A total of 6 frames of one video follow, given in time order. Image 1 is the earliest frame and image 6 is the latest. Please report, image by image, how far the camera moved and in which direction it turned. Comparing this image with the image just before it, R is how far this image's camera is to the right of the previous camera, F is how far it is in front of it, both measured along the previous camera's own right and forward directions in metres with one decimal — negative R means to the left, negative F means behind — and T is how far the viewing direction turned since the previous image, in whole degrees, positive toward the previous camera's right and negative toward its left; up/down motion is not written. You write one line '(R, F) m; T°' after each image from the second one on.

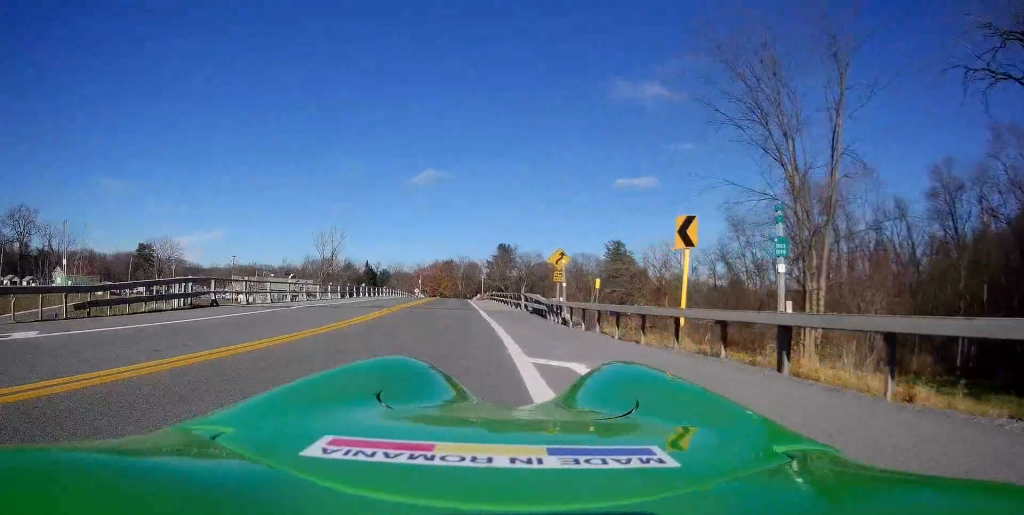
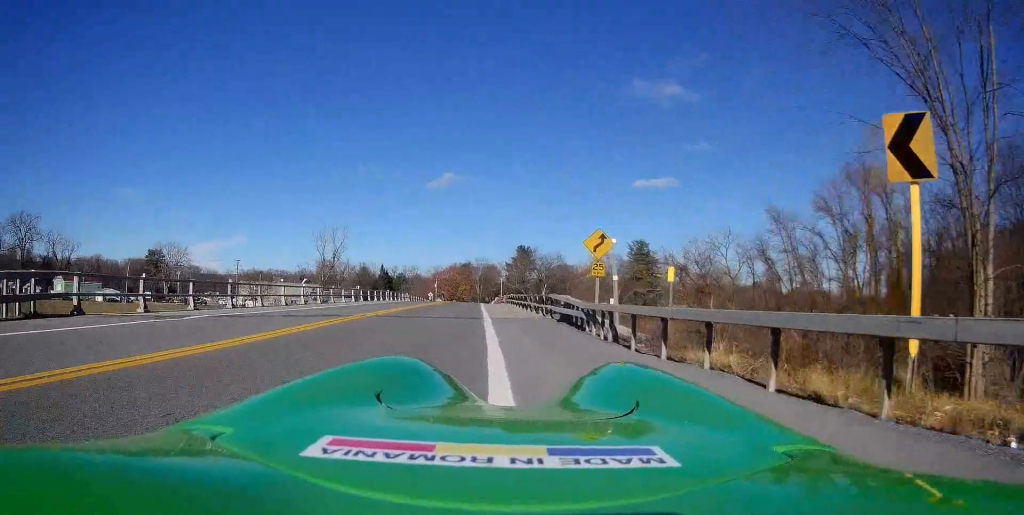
(-0.2, +7.9) m; -1°
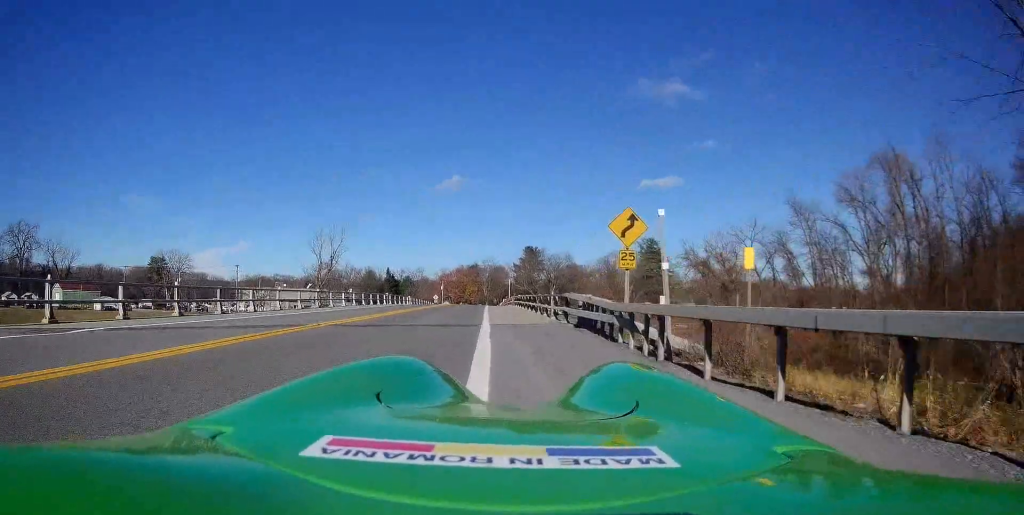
(0.0, +4.3) m; 0°
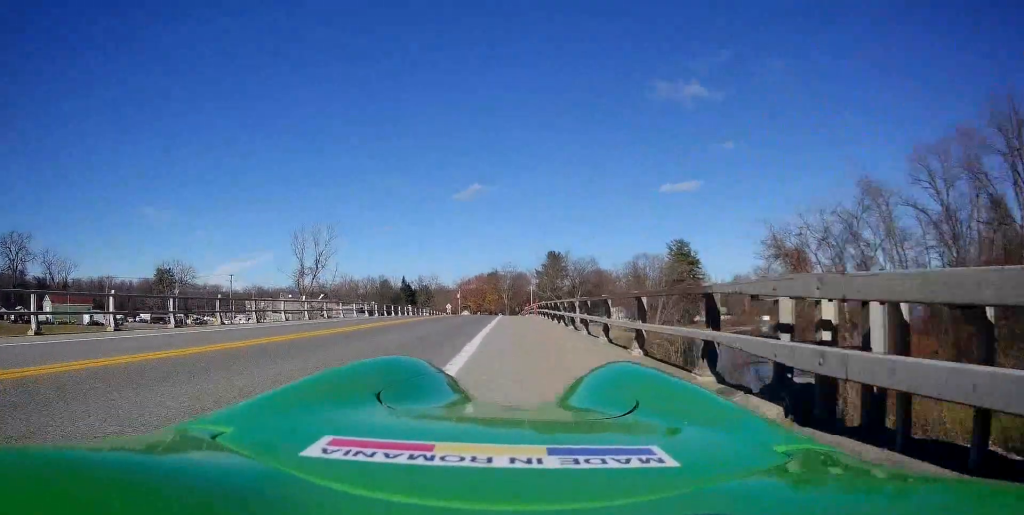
(0.0, +13.0) m; -2°
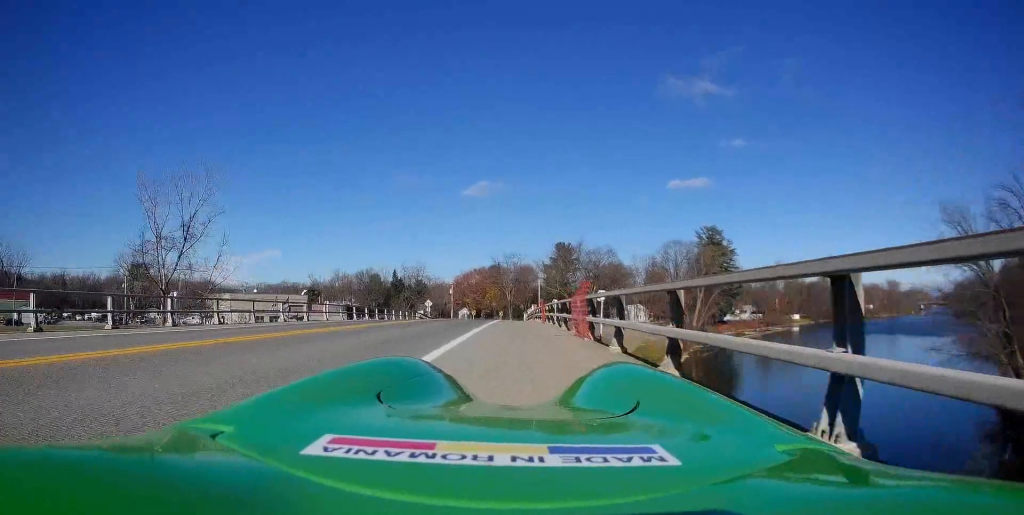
(-1.2, +28.6) m; -1°
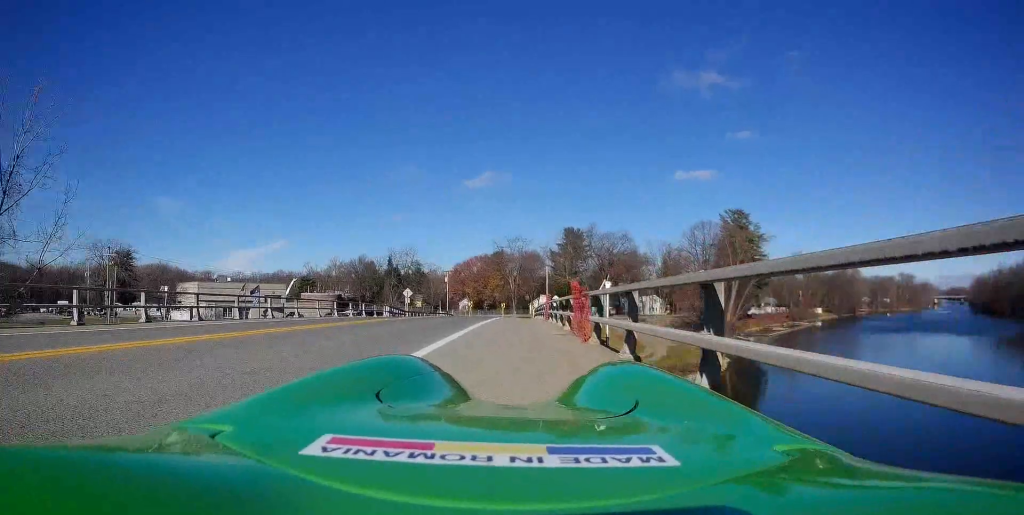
(+0.3, +16.9) m; -1°
